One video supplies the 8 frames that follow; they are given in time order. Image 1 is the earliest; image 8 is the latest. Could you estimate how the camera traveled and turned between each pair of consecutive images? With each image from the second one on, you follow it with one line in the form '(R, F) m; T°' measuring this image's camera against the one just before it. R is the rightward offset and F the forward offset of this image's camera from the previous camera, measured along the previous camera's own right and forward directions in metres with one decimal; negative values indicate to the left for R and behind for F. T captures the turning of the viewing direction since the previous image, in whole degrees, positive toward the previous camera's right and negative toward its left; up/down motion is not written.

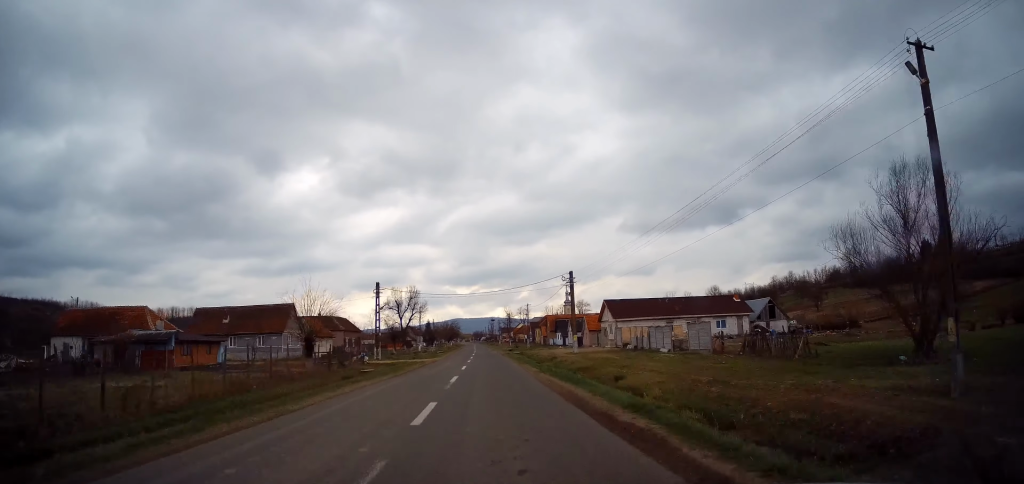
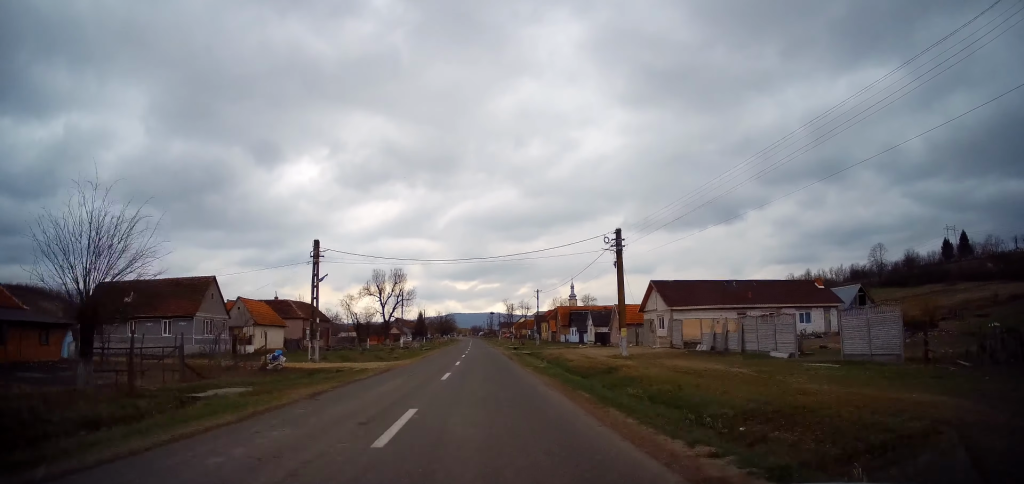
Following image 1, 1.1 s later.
(0.0, +20.4) m; -1°
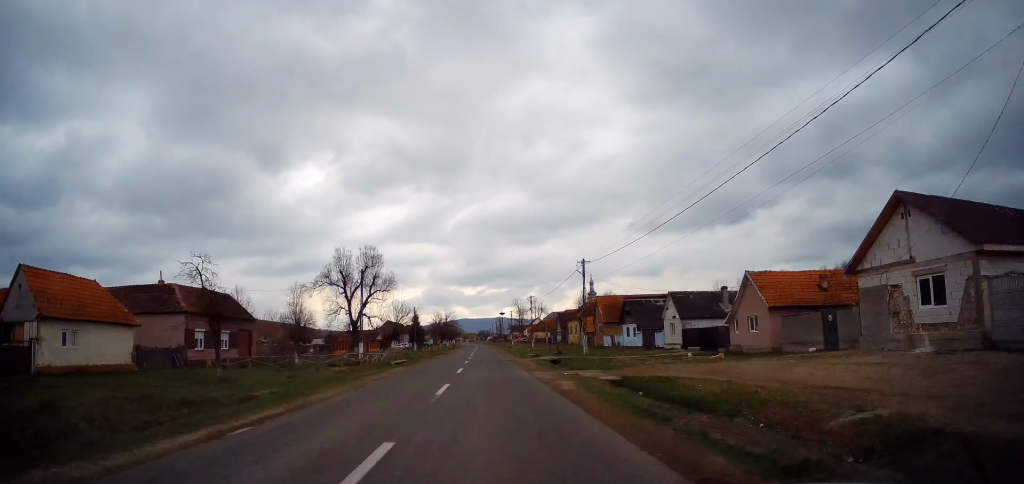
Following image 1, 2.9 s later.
(-0.2, +31.0) m; 0°
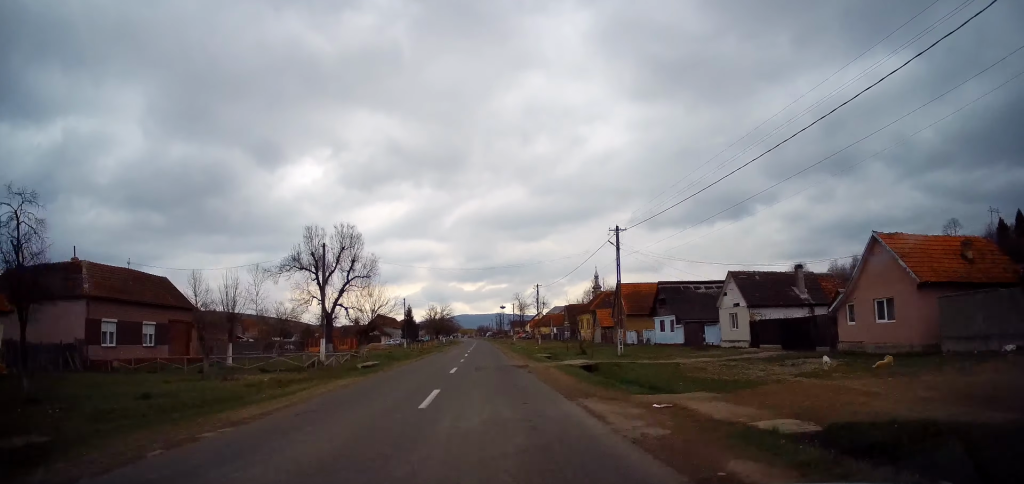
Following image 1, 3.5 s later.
(0.0, +11.8) m; 0°
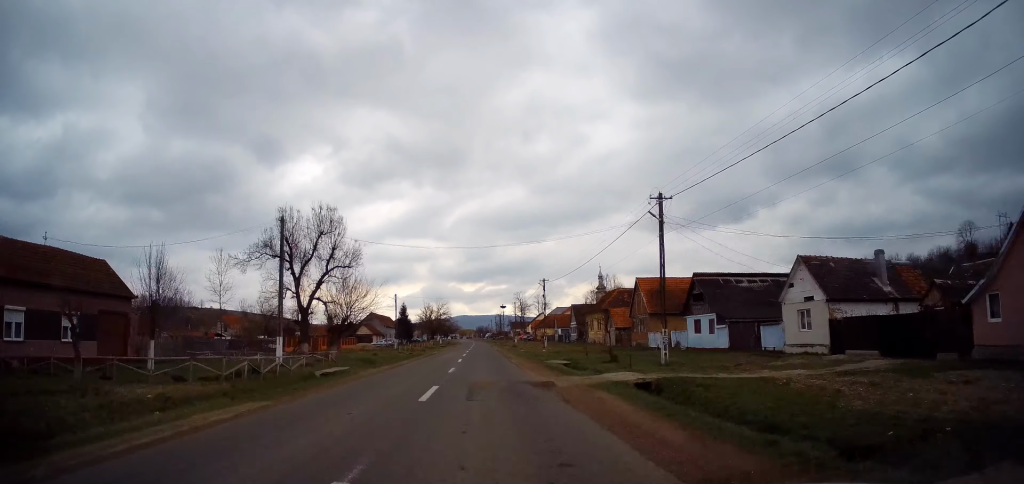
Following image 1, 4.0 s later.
(0.0, +8.1) m; 0°
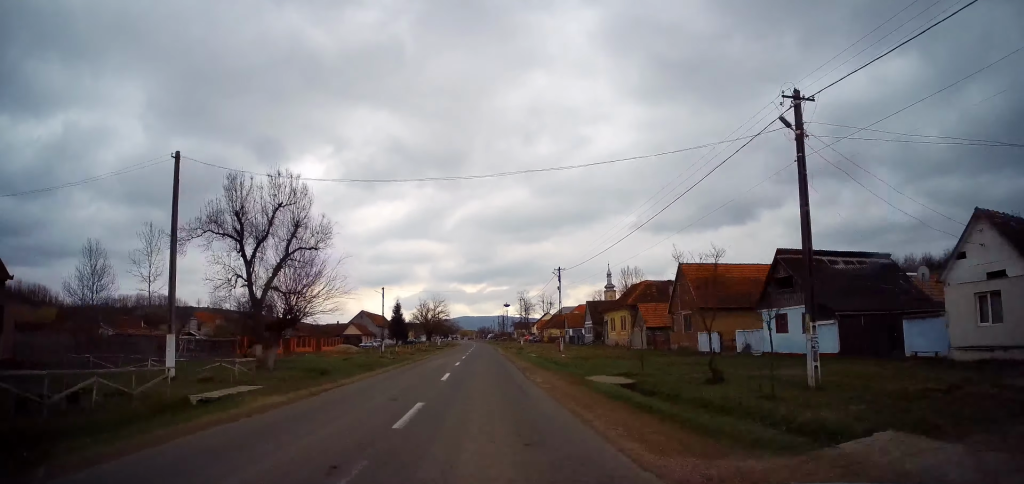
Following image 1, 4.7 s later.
(0.0, +11.5) m; 0°
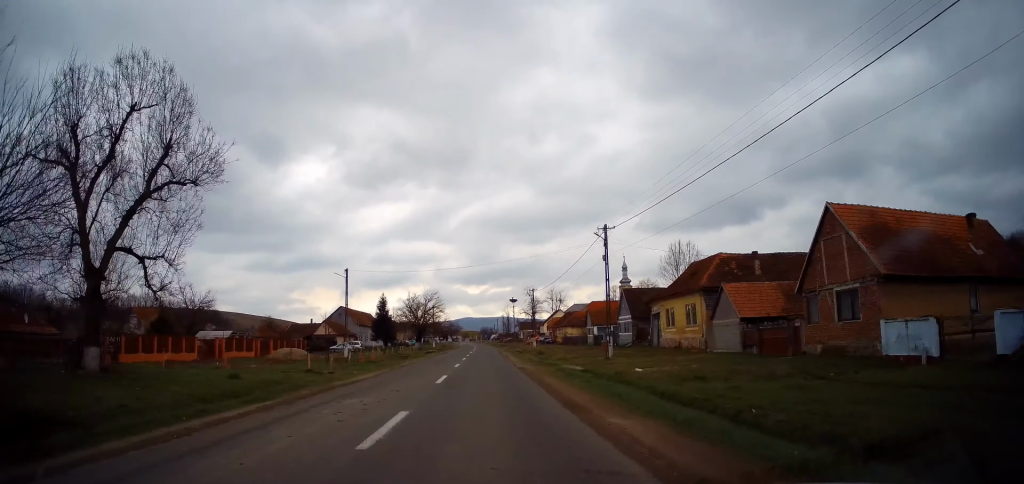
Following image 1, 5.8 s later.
(0.0, +19.2) m; 0°
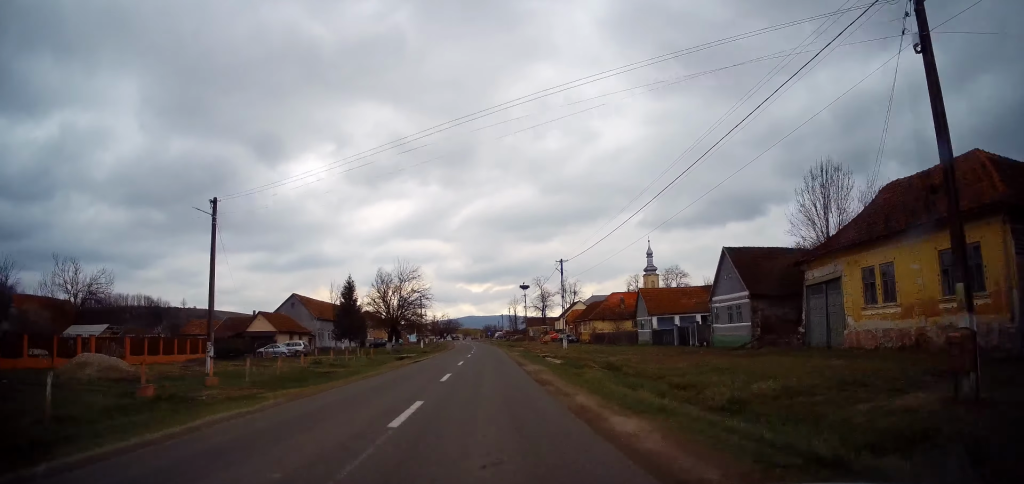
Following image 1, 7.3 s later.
(0.0, +25.8) m; -1°
